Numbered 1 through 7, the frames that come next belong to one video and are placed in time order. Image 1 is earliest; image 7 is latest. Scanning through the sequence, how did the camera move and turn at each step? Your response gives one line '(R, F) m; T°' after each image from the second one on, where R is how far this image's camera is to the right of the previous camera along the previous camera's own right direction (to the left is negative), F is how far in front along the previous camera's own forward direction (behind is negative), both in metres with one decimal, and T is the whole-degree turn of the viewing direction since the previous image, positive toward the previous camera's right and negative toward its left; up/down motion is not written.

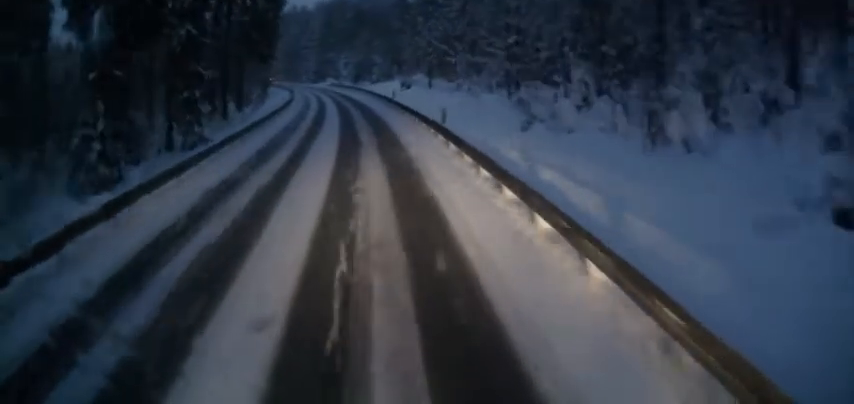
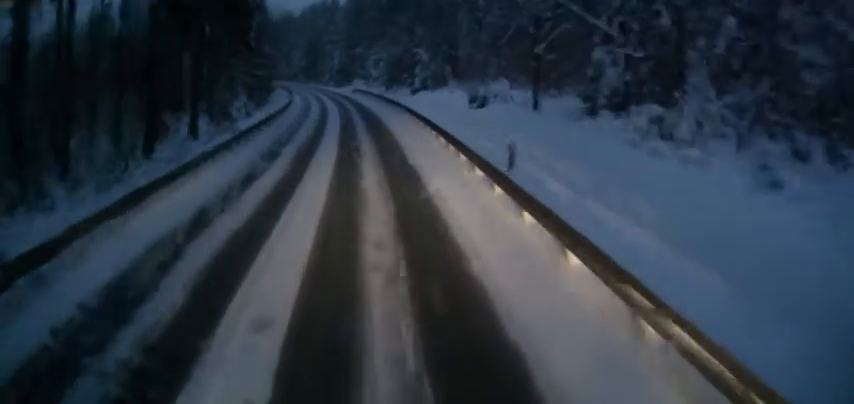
(-0.9, +24.4) m; -2°
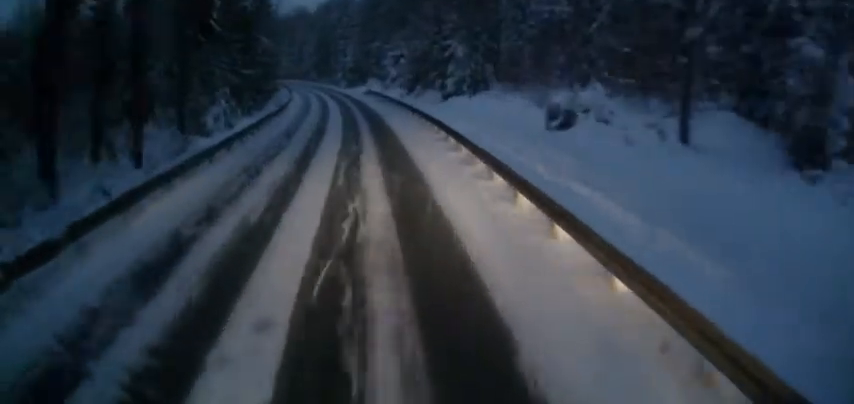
(0.0, +11.0) m; 0°
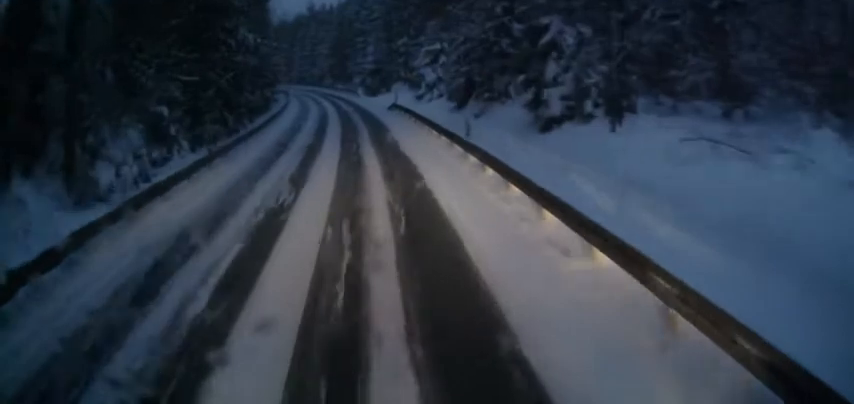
(0.0, +17.2) m; 0°
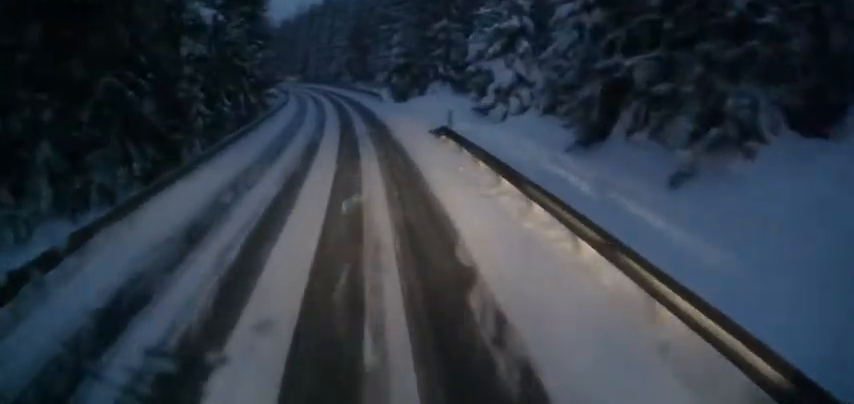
(0.0, +16.6) m; 0°
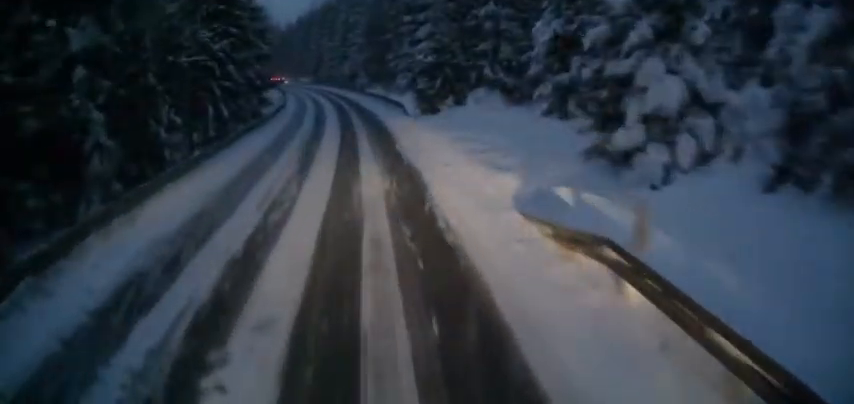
(0.0, +11.8) m; -3°
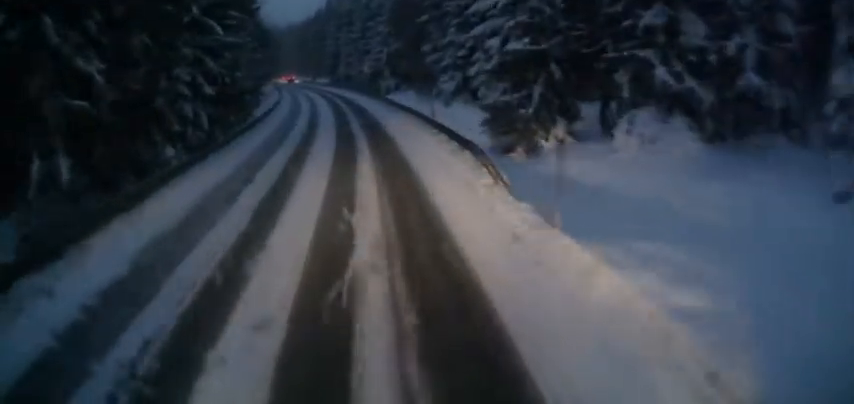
(-1.0, +18.0) m; -6°
